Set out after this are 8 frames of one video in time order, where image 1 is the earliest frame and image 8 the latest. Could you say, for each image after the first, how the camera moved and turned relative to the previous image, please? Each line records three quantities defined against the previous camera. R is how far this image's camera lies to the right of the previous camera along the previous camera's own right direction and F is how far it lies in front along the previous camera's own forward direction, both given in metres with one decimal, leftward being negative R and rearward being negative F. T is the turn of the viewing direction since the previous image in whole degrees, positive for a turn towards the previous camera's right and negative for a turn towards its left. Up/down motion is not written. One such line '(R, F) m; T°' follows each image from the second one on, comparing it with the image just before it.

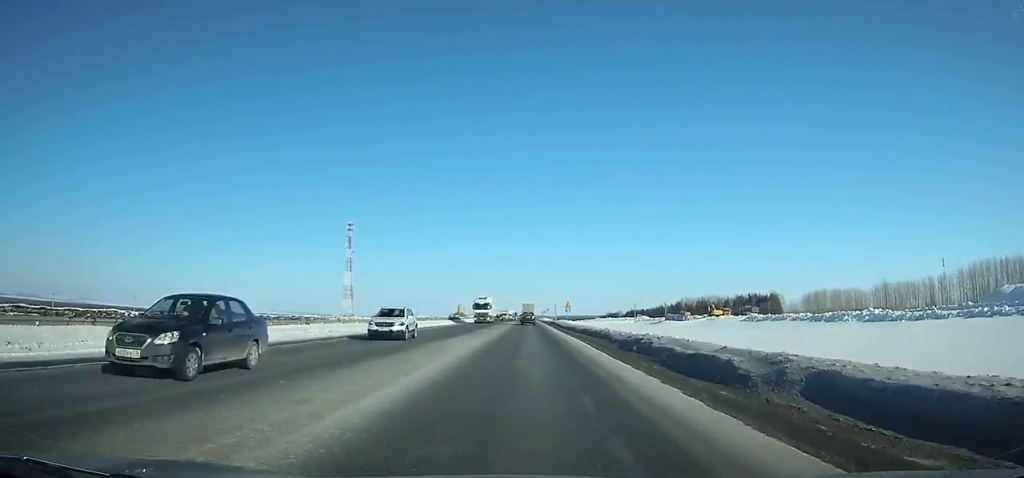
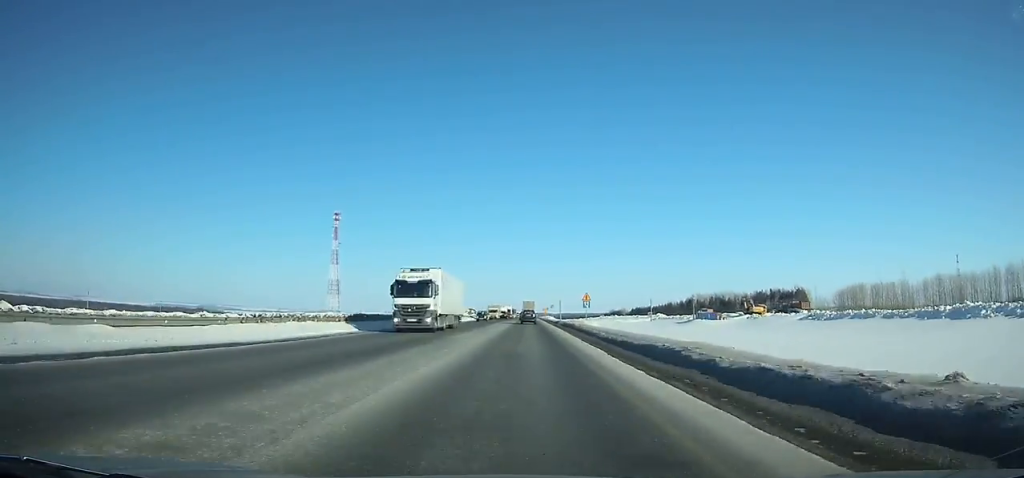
(+0.1, +32.2) m; 0°
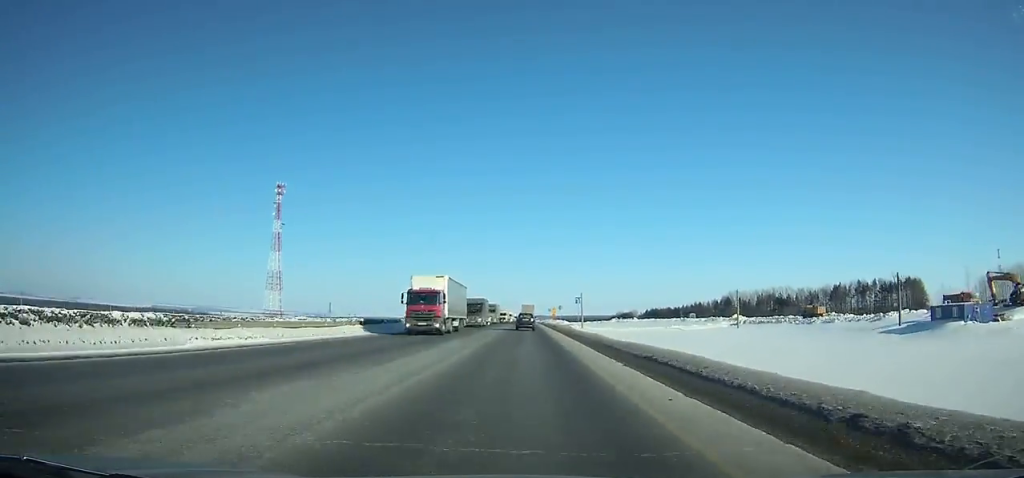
(+0.2, +93.6) m; 0°
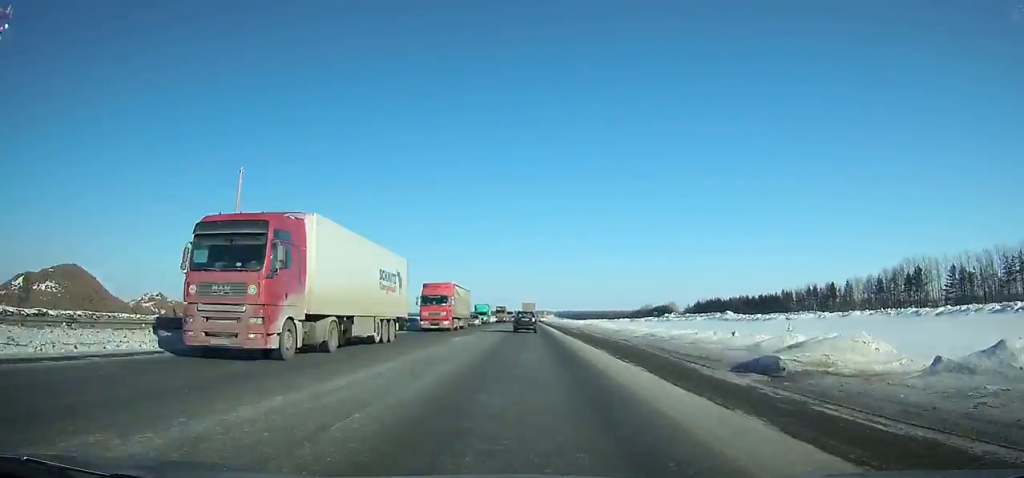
(-0.2, +191.2) m; 0°
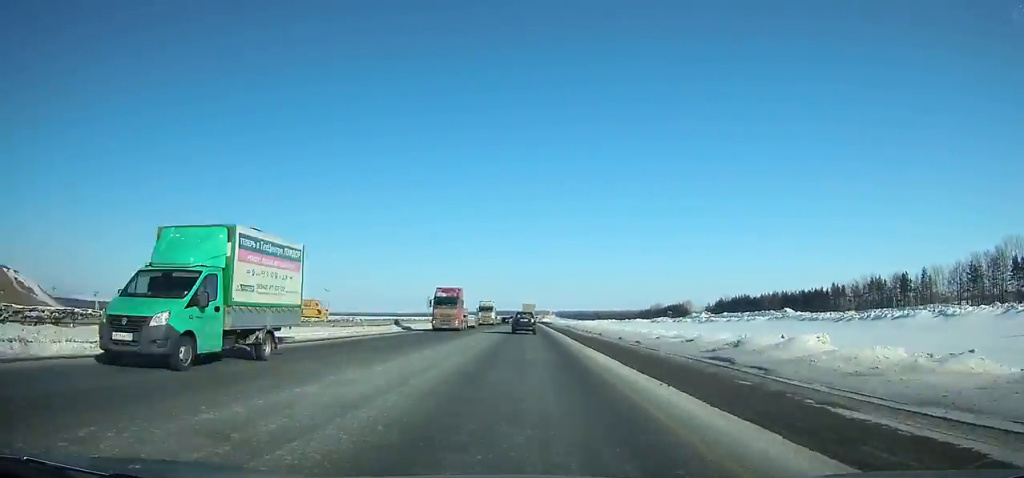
(0.0, +51.0) m; 0°
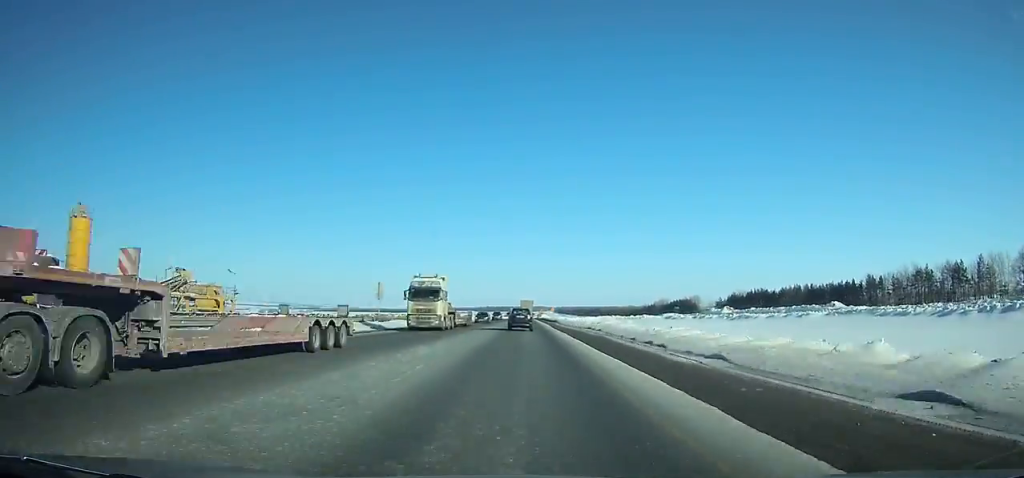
(0.0, +29.8) m; 0°
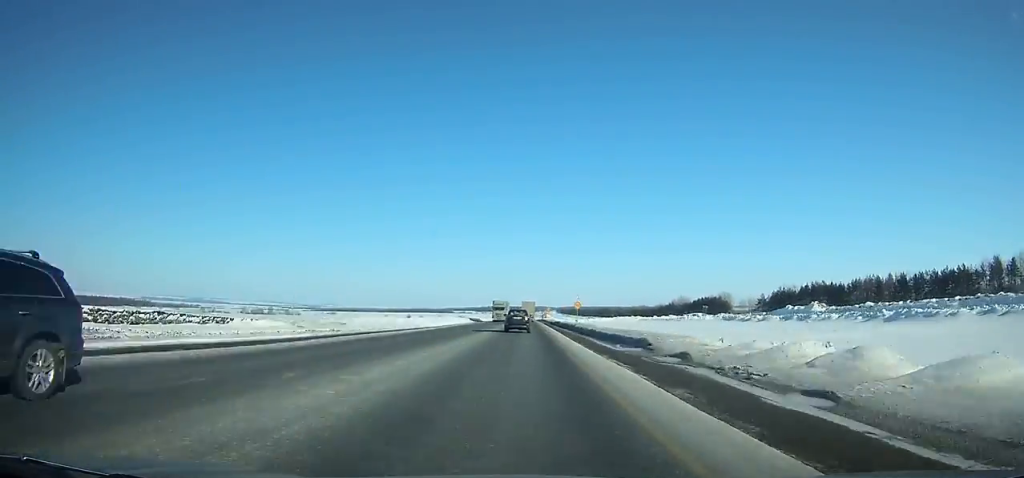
(0.0, +65.9) m; 0°
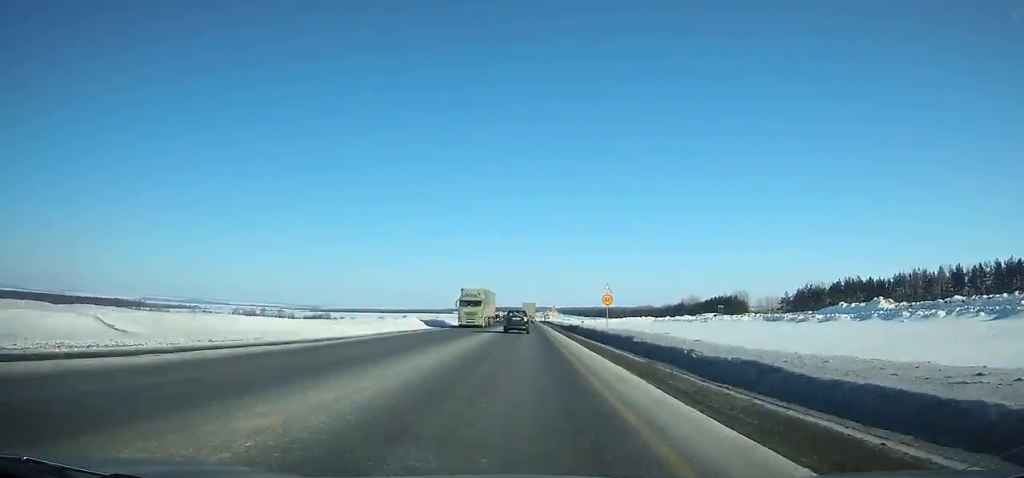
(0.0, +29.8) m; 0°
